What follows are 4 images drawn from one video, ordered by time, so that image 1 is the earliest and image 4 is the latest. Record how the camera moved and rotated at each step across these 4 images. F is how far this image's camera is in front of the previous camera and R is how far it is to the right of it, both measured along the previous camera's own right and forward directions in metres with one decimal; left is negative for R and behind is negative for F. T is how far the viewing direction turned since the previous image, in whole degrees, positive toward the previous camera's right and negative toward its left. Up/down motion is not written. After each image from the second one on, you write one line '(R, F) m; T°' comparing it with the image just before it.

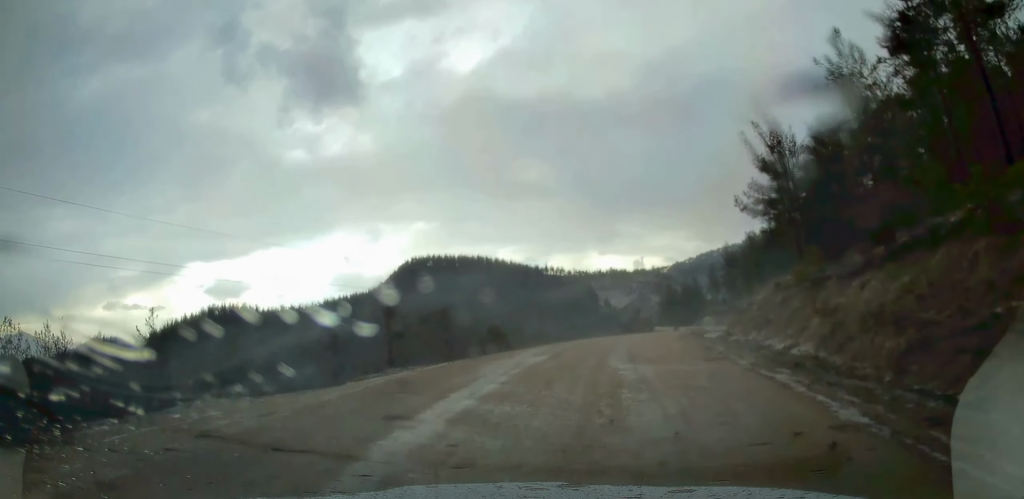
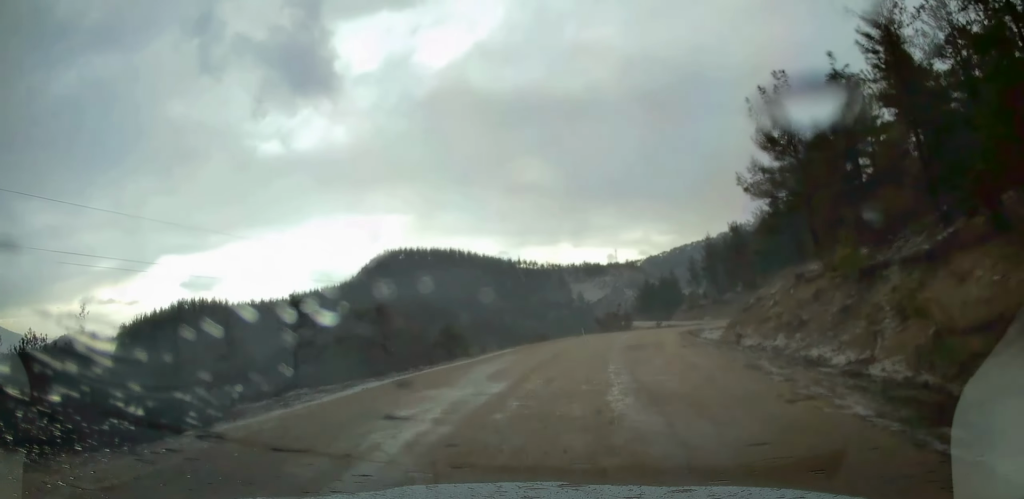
(0.0, +6.0) m; +4°
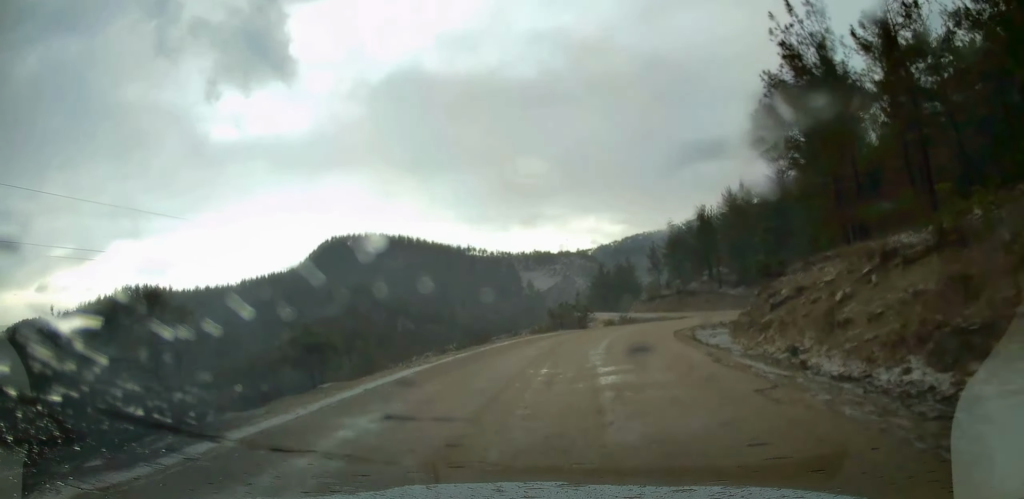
(+0.7, +10.1) m; +6°
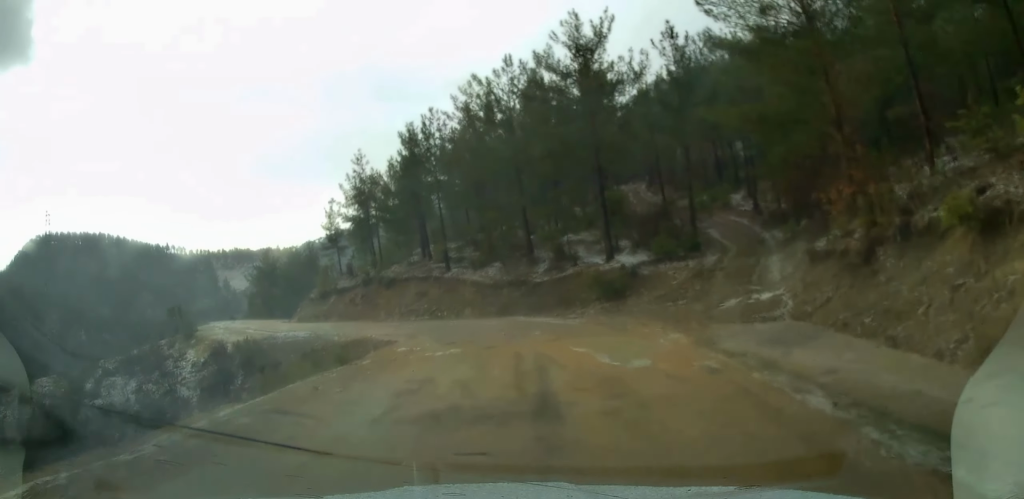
(+8.8, +43.4) m; +22°
